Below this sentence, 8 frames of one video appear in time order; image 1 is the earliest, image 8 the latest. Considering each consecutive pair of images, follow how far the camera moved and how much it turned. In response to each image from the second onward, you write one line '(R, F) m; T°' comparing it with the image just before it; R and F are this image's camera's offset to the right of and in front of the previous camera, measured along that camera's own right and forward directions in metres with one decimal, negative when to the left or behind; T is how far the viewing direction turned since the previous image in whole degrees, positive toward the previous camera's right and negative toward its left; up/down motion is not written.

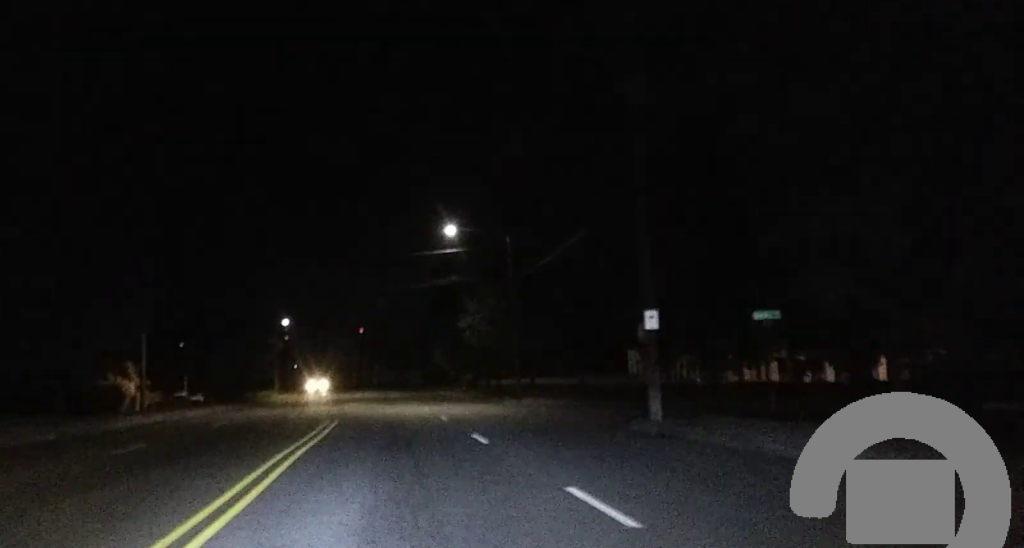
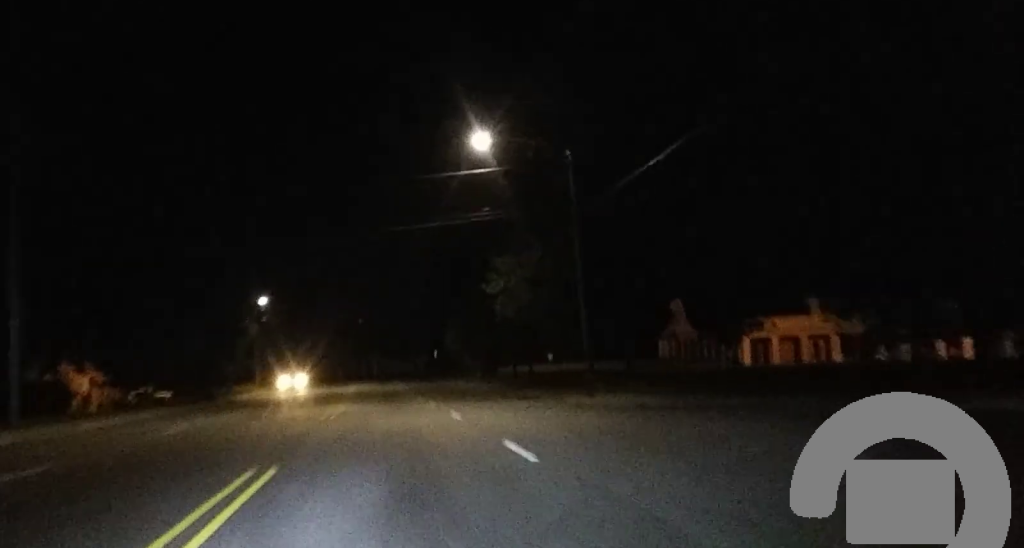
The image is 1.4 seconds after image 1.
(0.0, +19.5) m; 0°
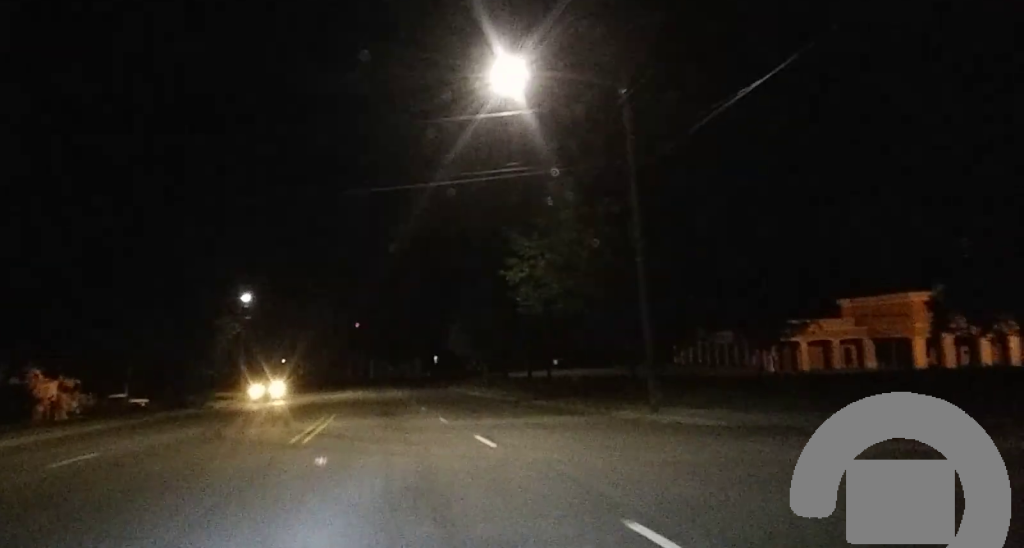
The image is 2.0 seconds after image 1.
(-0.1, +8.4) m; 0°
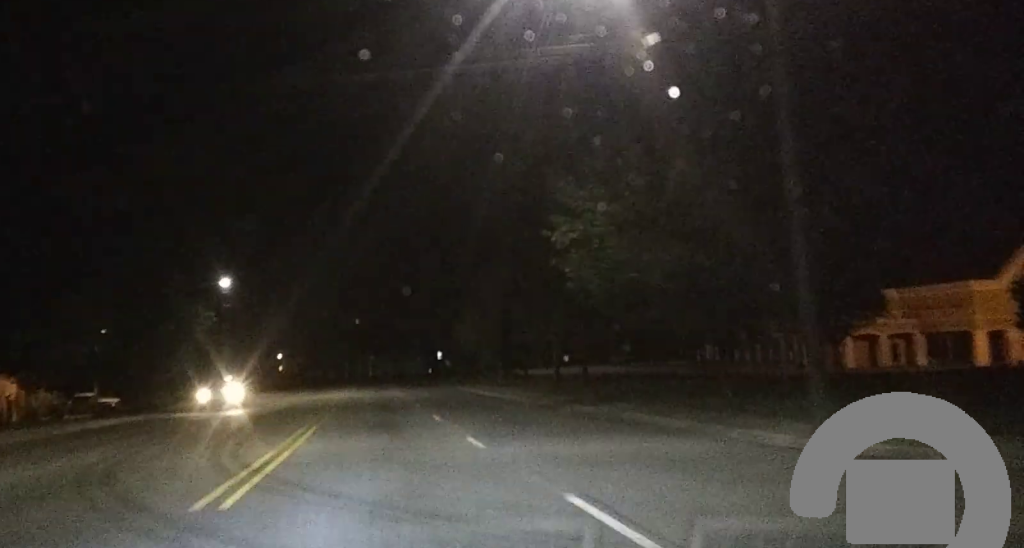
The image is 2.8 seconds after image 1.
(0.0, +10.8) m; 0°
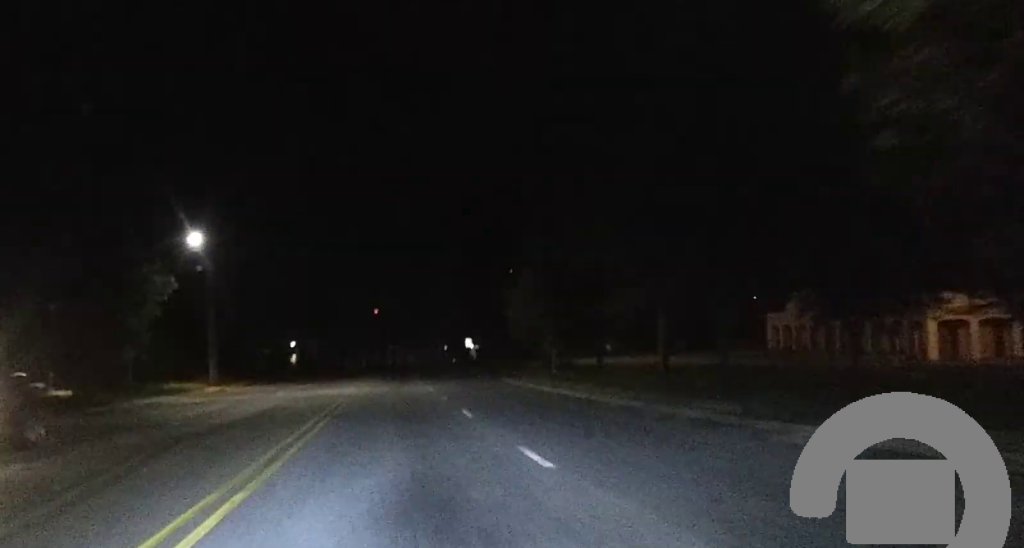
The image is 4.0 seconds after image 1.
(+0.1, +17.2) m; 0°
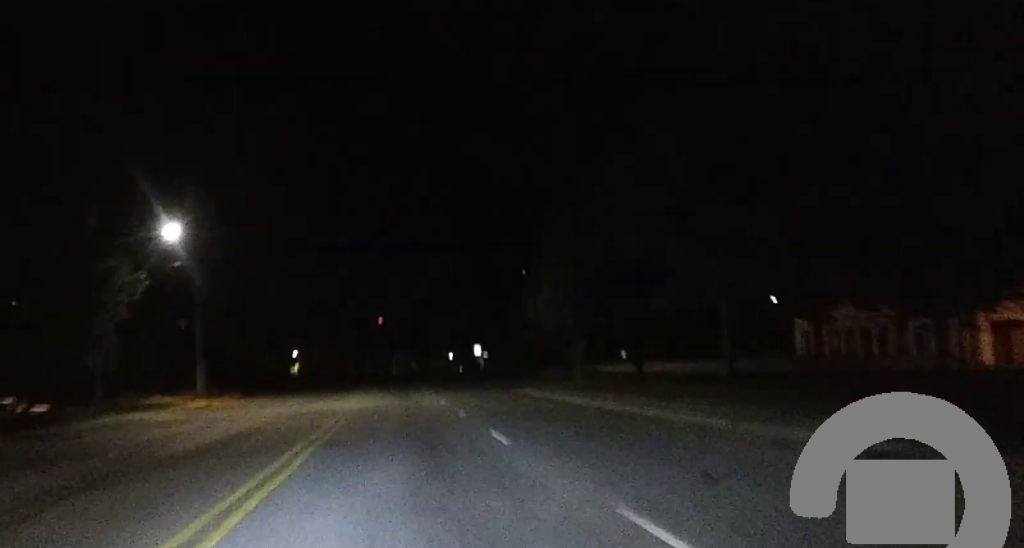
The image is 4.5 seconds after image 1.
(0.0, +6.8) m; 0°
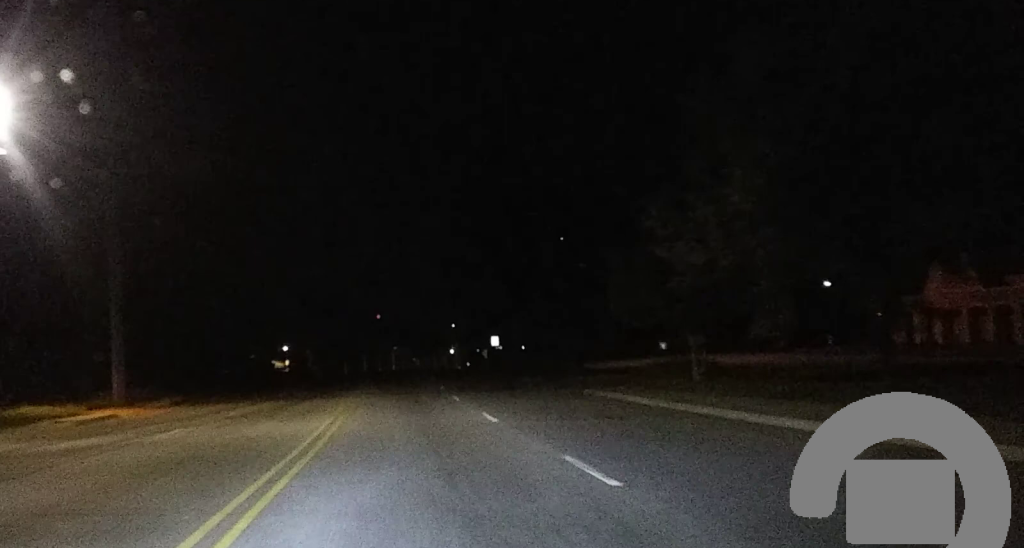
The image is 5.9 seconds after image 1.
(-0.2, +20.6) m; 0°
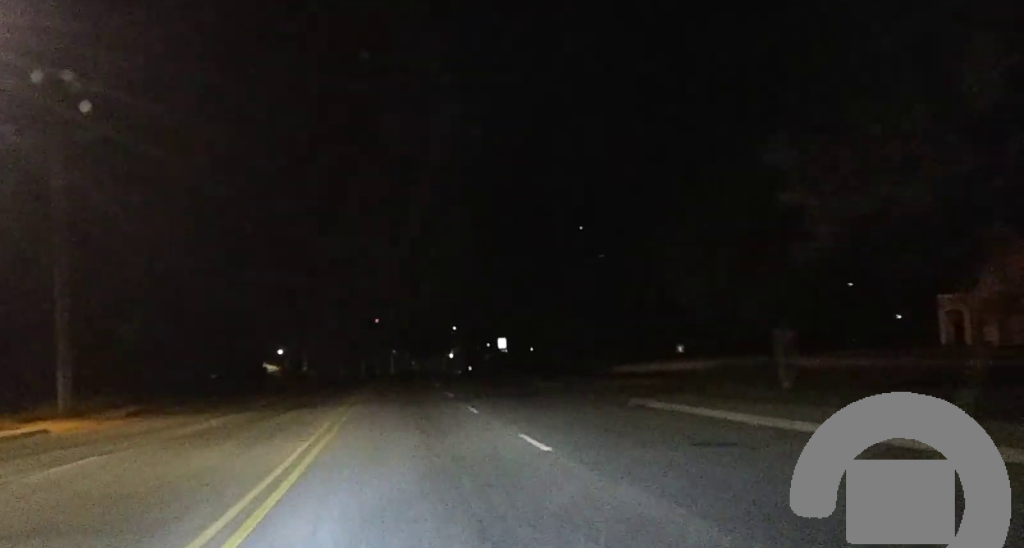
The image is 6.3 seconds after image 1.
(-0.2, +6.4) m; 0°
